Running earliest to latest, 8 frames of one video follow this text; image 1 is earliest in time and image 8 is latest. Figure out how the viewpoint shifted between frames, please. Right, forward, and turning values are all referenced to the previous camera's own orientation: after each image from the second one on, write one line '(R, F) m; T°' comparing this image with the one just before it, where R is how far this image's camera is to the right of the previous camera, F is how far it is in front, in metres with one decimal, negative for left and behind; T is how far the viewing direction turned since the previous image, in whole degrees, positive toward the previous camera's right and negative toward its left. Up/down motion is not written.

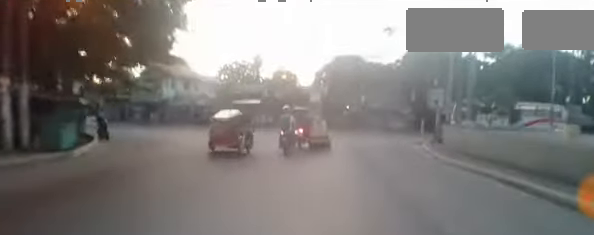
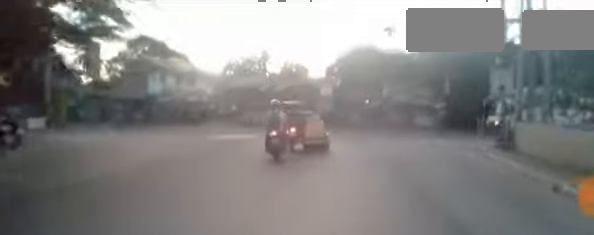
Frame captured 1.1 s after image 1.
(+0.3, +7.0) m; -1°
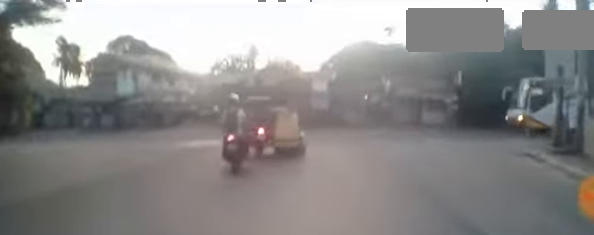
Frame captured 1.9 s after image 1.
(-0.2, +4.7) m; 0°
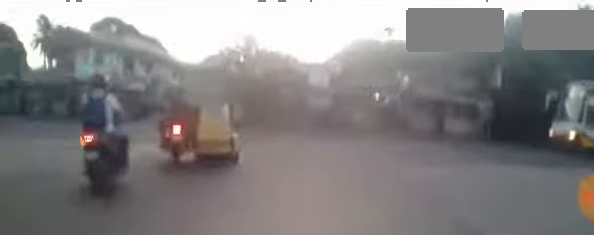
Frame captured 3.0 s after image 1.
(+0.3, +6.2) m; +3°
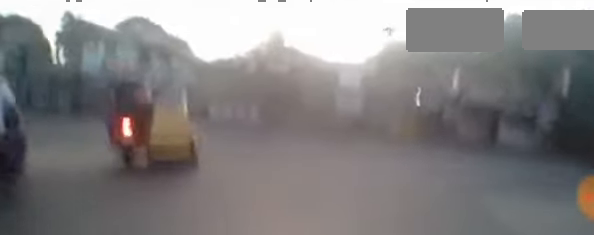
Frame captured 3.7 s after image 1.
(+0.2, +3.5) m; -4°
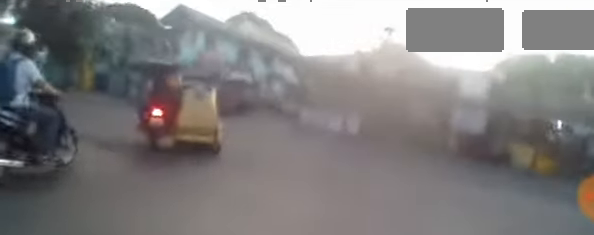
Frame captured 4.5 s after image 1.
(-0.5, +3.6) m; -16°
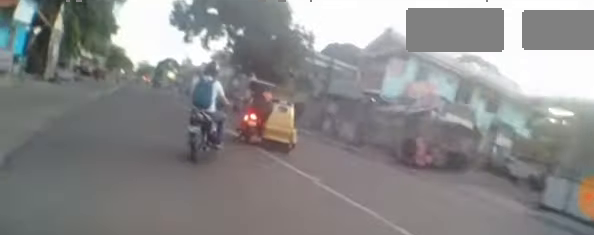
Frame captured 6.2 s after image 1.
(-1.6, +5.5) m; -30°
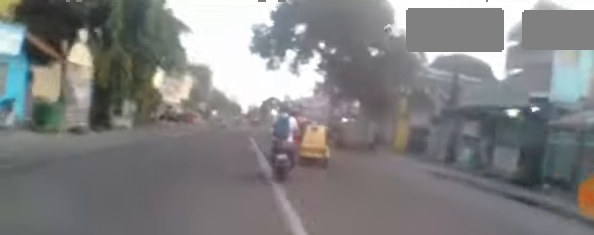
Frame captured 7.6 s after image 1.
(-1.3, +5.8) m; -28°
